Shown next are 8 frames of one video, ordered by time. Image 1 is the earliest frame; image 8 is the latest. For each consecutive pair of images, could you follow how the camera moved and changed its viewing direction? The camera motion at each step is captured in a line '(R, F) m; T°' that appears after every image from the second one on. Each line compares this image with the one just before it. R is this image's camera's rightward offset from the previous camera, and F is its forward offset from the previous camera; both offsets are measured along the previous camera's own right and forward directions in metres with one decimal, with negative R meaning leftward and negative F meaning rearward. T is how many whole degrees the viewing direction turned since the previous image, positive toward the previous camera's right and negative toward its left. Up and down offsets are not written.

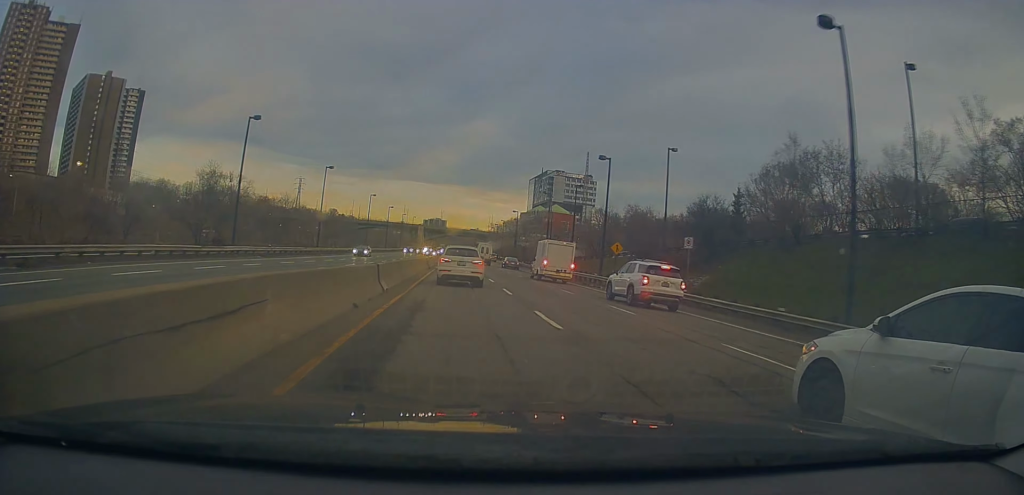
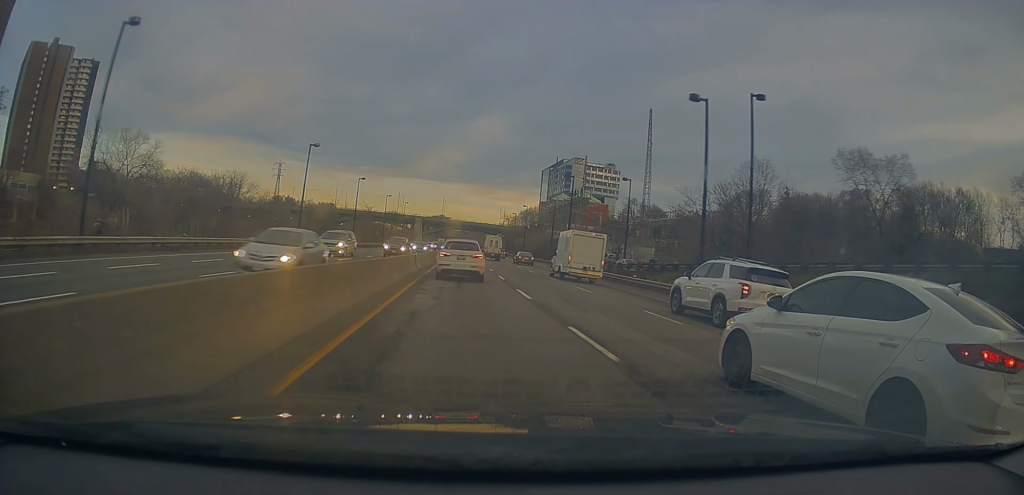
(-0.4, +47.8) m; 0°
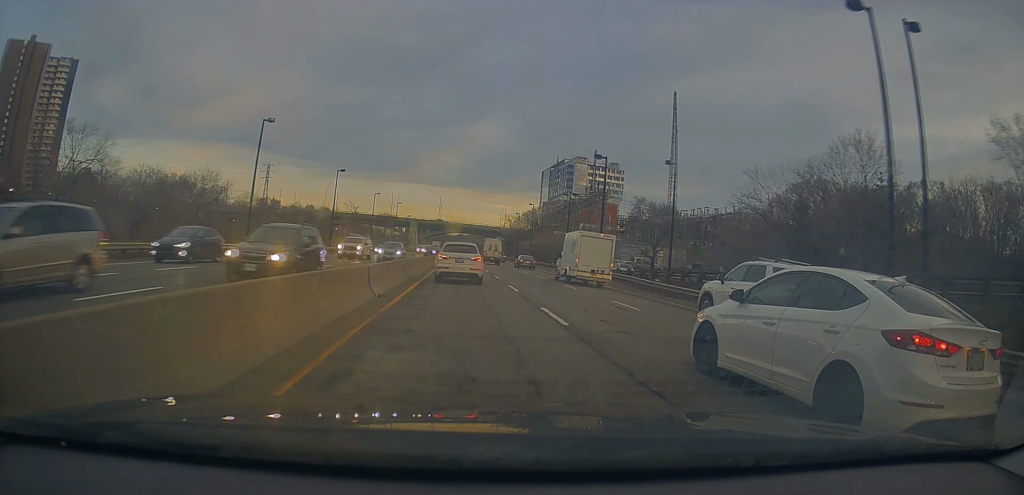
(+0.2, +15.0) m; 0°
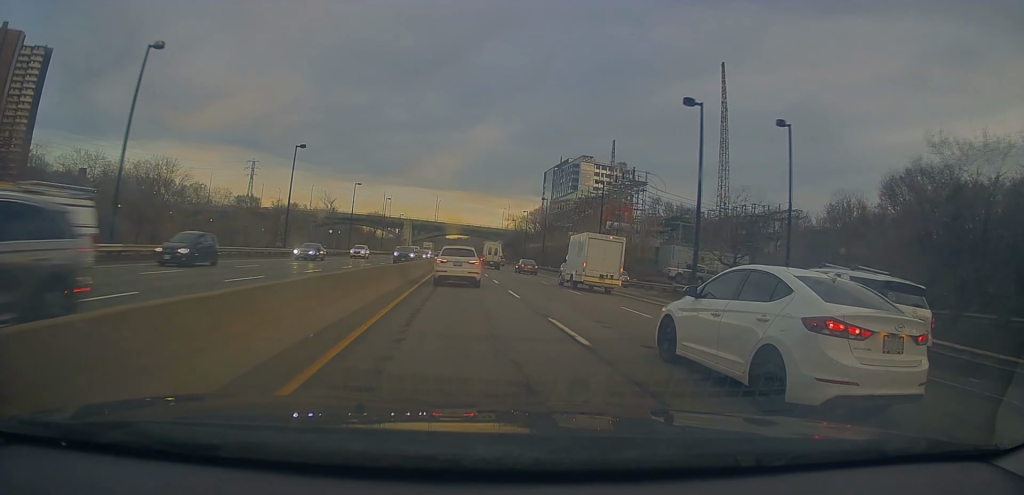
(-0.2, +19.9) m; +1°
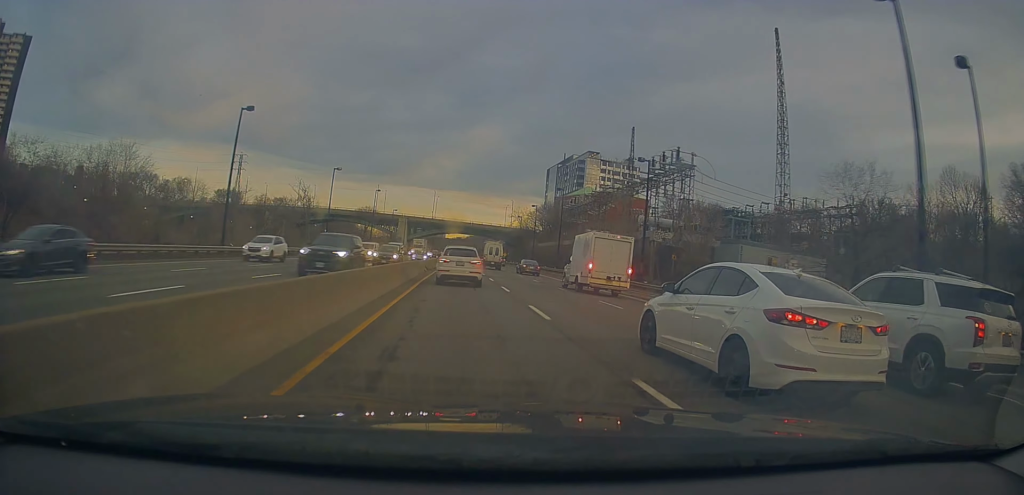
(0.0, +15.4) m; 0°
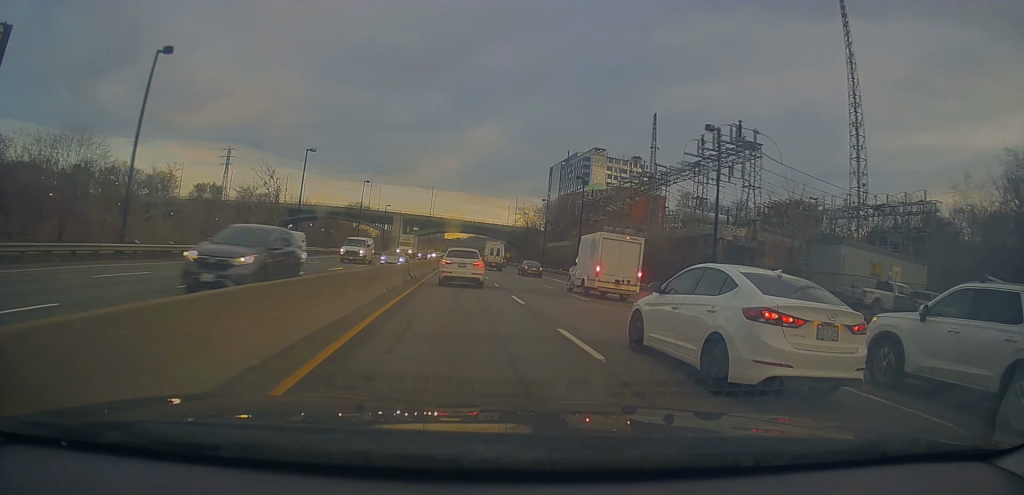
(+0.4, +13.6) m; 0°
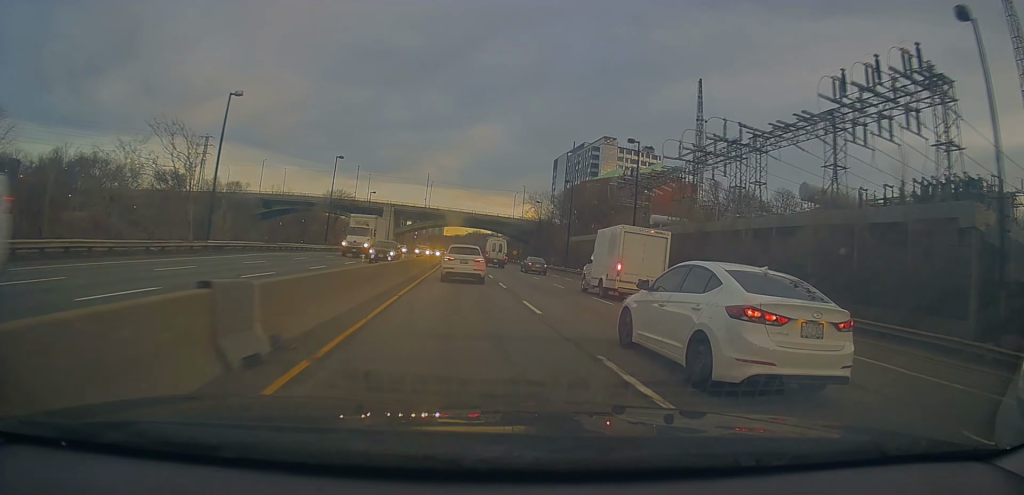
(-0.2, +21.1) m; 0°
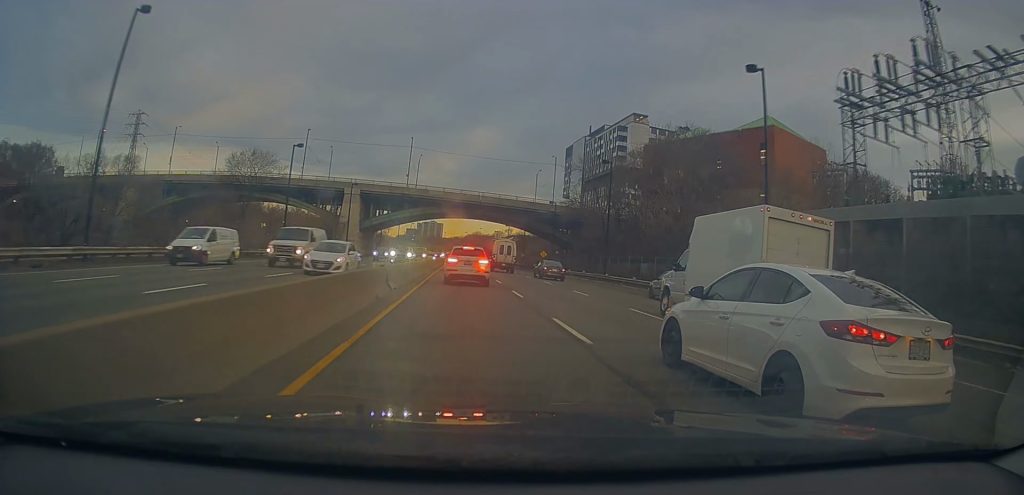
(+0.3, +48.5) m; 0°
